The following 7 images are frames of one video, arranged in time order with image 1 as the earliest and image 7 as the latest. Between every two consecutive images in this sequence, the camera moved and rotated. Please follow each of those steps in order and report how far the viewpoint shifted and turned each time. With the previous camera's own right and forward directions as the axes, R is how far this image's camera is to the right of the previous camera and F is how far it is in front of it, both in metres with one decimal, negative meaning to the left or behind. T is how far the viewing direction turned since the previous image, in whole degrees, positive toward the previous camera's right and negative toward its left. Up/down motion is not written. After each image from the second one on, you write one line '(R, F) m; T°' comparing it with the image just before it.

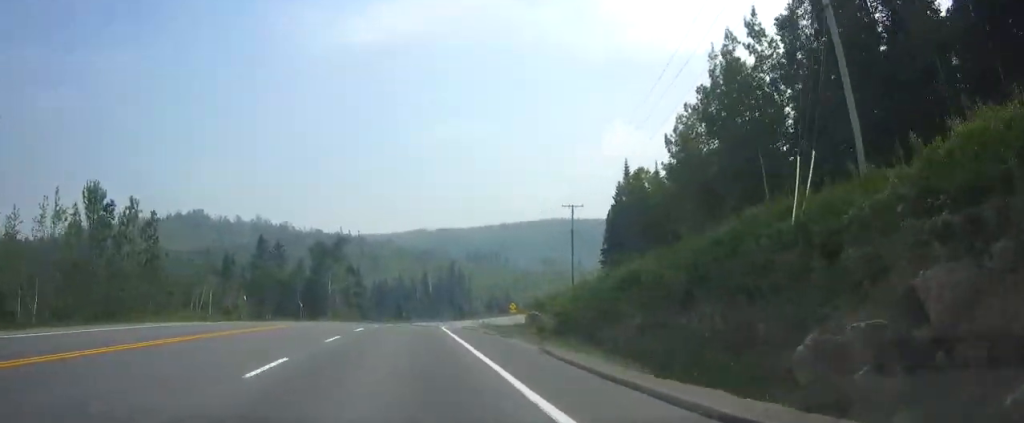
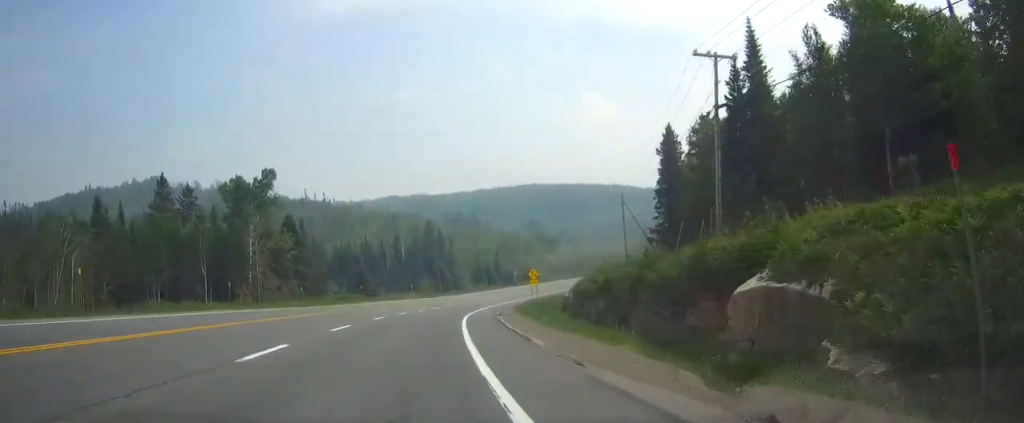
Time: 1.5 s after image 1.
(+0.3, +43.5) m; +2°
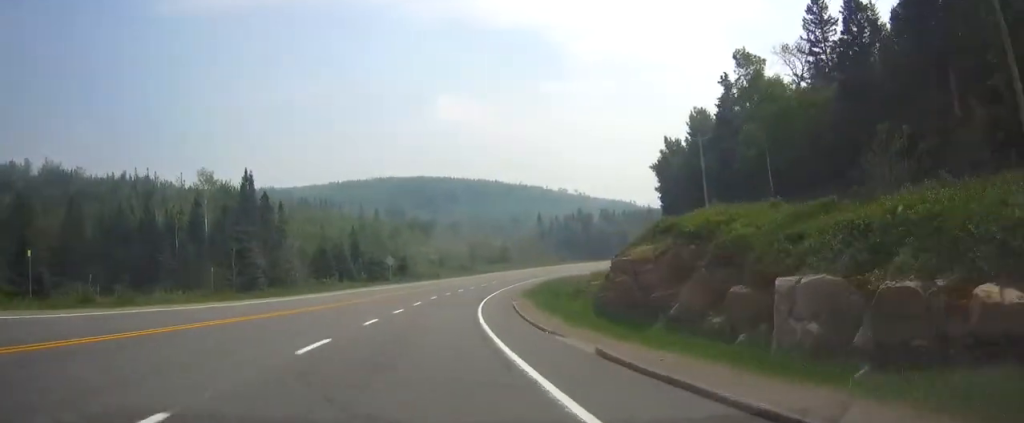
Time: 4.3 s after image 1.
(+6.7, +78.9) m; +12°
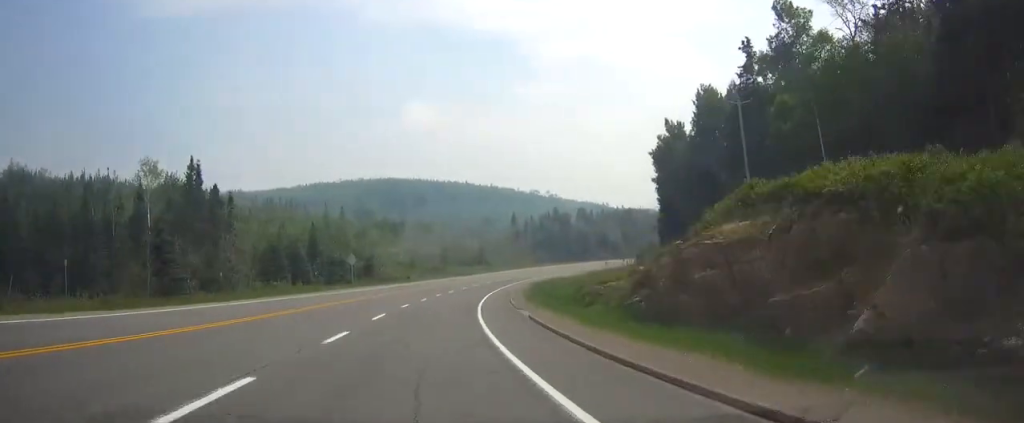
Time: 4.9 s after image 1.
(+1.1, +15.1) m; +3°
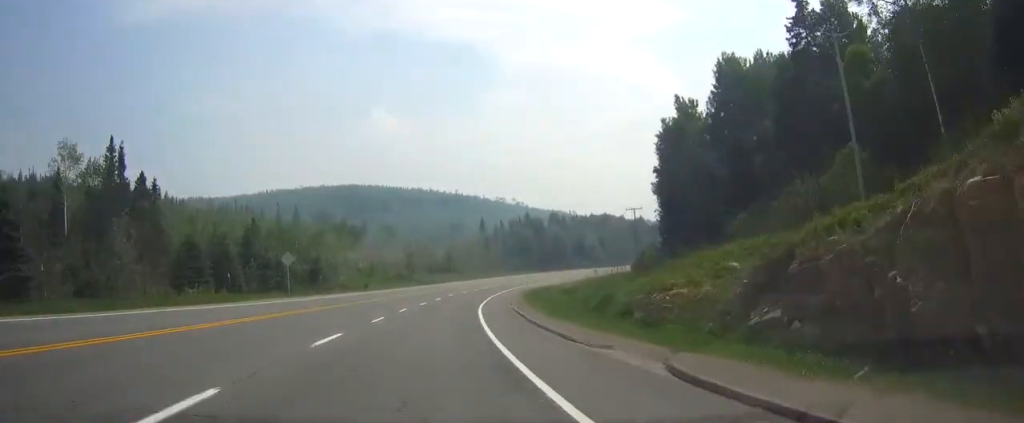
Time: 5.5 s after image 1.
(+0.4, +19.0) m; +1°
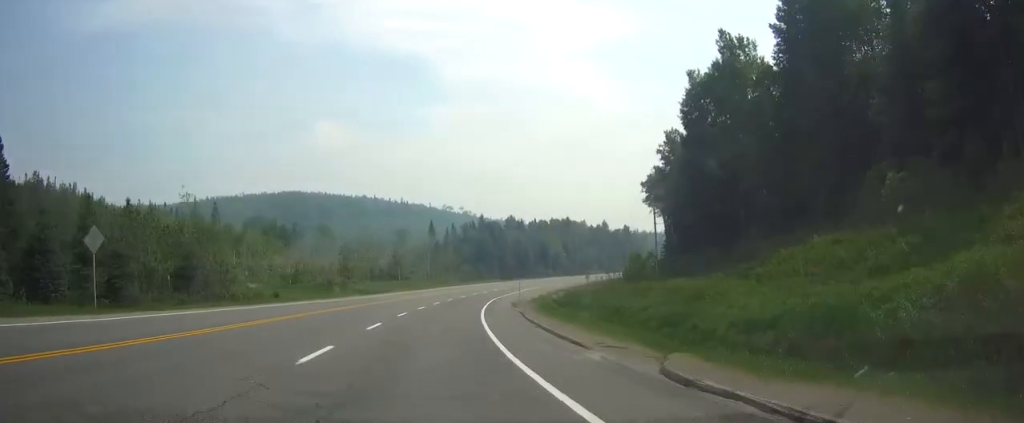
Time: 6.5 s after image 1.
(0.0, +28.6) m; +3°
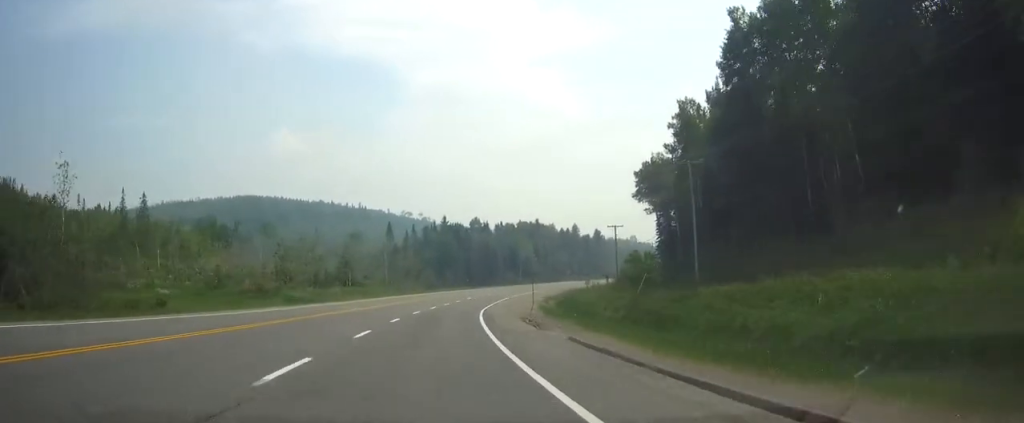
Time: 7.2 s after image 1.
(-0.1, +20.0) m; +5°
